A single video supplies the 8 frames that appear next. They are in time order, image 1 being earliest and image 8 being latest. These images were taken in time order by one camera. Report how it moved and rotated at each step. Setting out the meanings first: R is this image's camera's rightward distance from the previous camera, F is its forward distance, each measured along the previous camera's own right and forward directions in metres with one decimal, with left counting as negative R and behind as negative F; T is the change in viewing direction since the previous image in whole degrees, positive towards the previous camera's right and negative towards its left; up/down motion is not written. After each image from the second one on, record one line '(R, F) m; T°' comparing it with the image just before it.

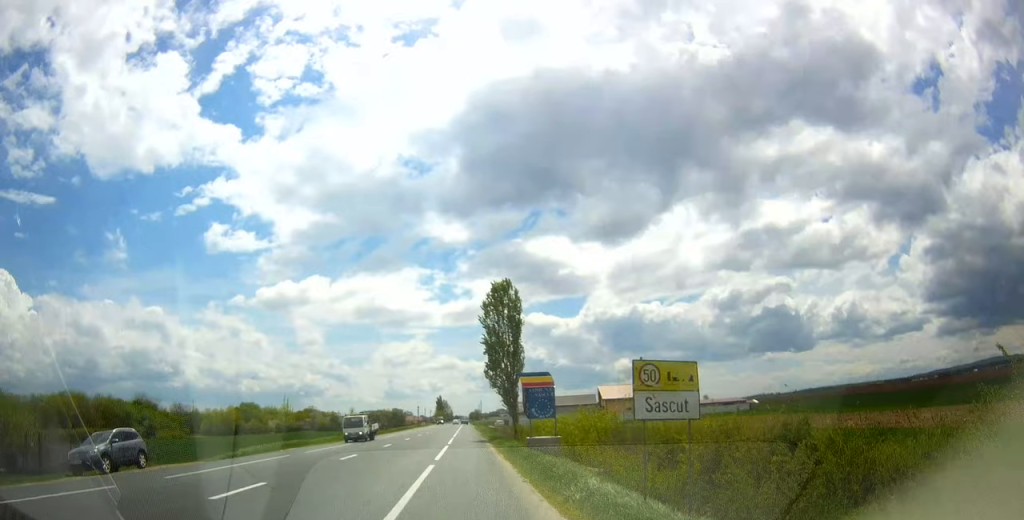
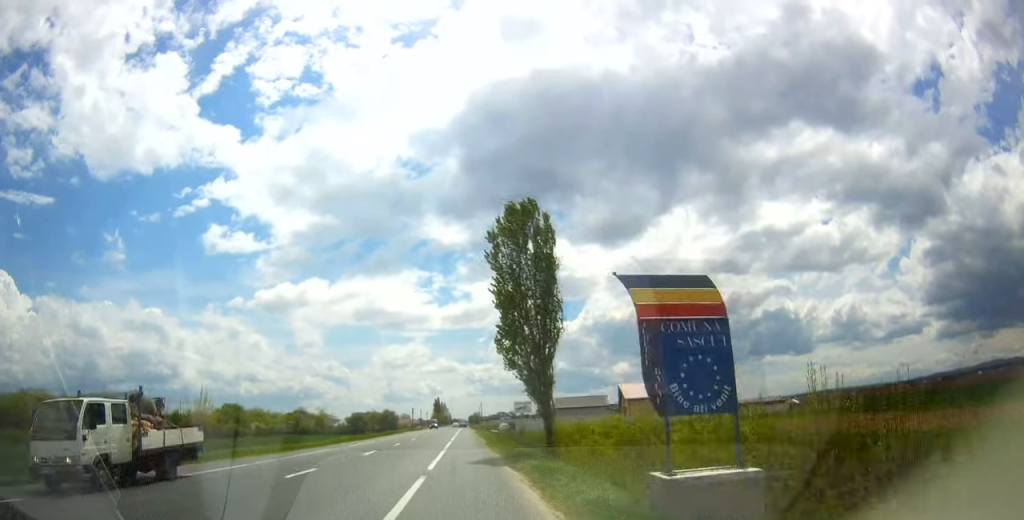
(0.0, +17.5) m; 0°
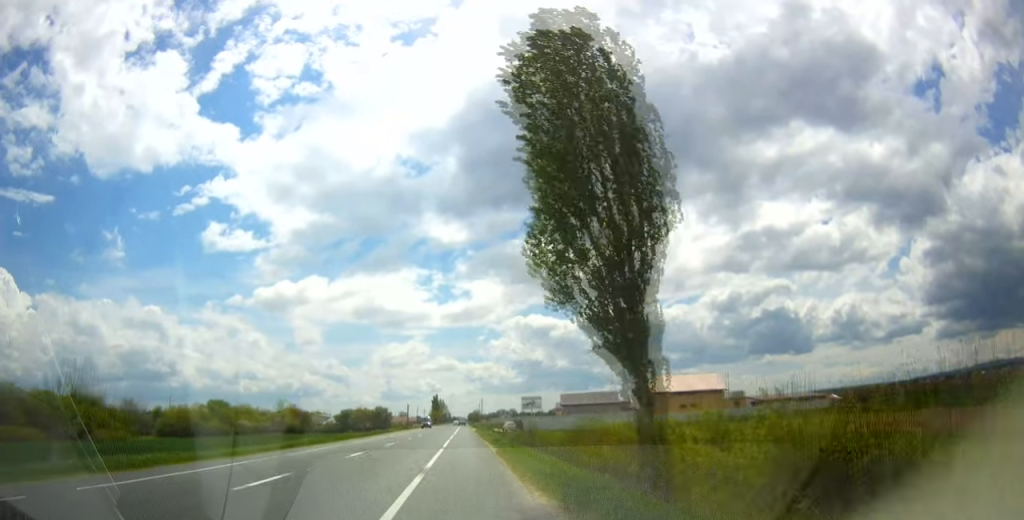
(0.0, +14.0) m; 0°
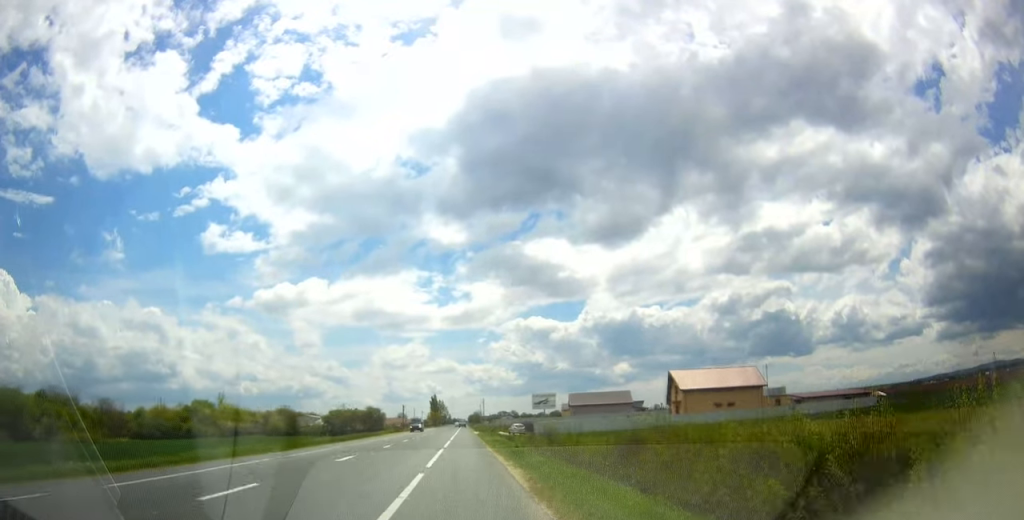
(-0.1, +13.2) m; 0°
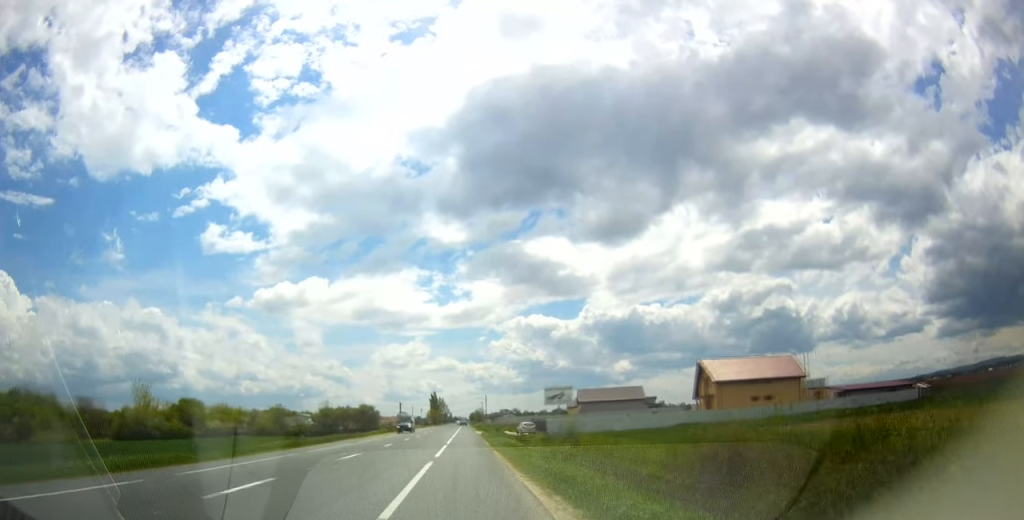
(+0.1, +10.6) m; 0°
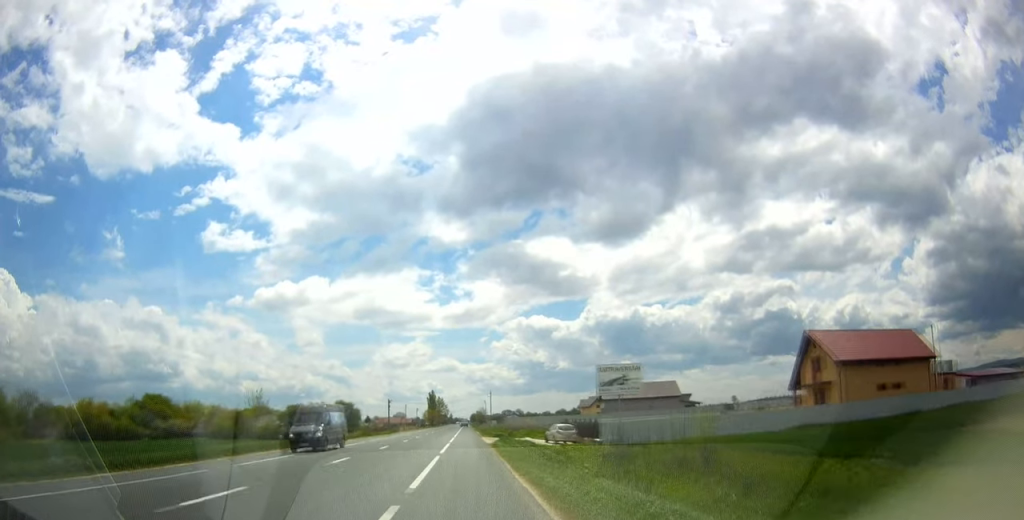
(-0.1, +25.0) m; -1°
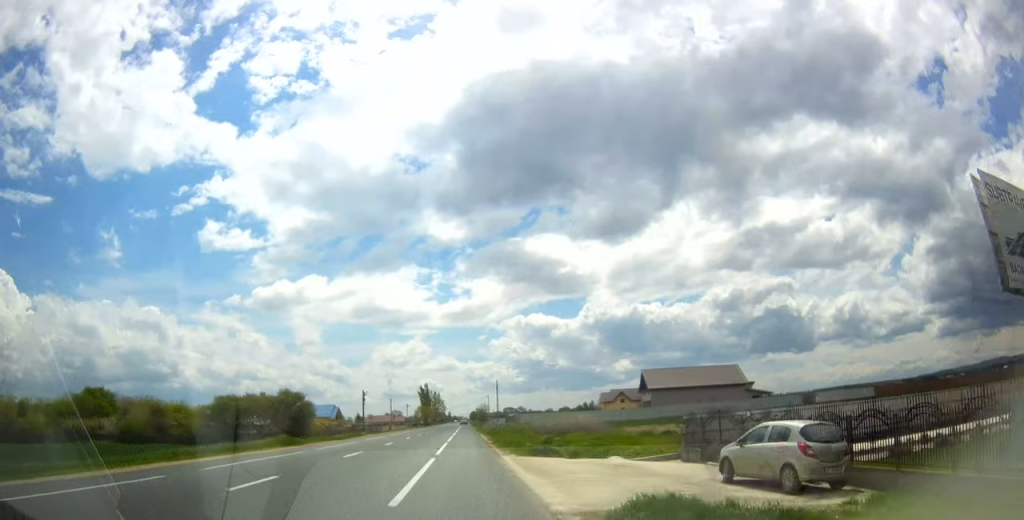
(-0.4, +32.7) m; 0°
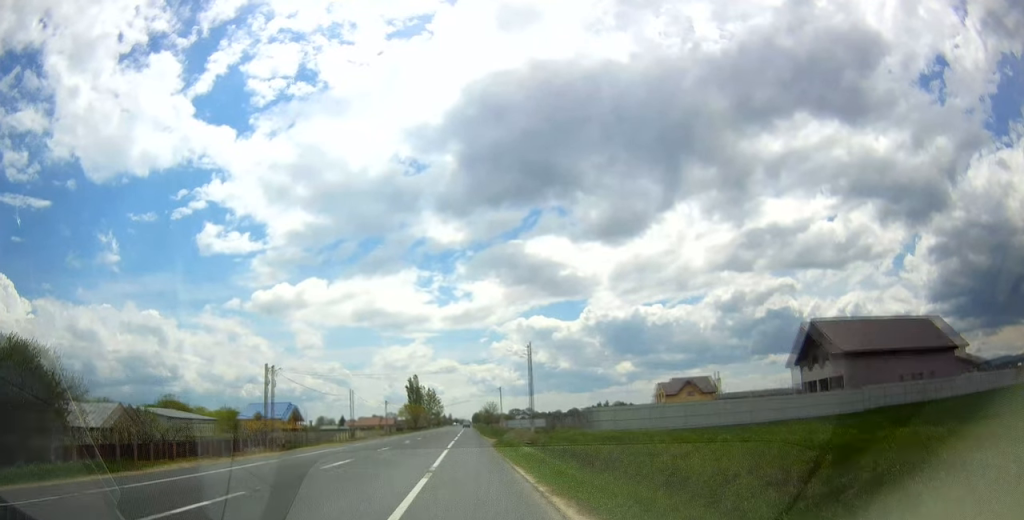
(+0.1, +51.8) m; 0°
